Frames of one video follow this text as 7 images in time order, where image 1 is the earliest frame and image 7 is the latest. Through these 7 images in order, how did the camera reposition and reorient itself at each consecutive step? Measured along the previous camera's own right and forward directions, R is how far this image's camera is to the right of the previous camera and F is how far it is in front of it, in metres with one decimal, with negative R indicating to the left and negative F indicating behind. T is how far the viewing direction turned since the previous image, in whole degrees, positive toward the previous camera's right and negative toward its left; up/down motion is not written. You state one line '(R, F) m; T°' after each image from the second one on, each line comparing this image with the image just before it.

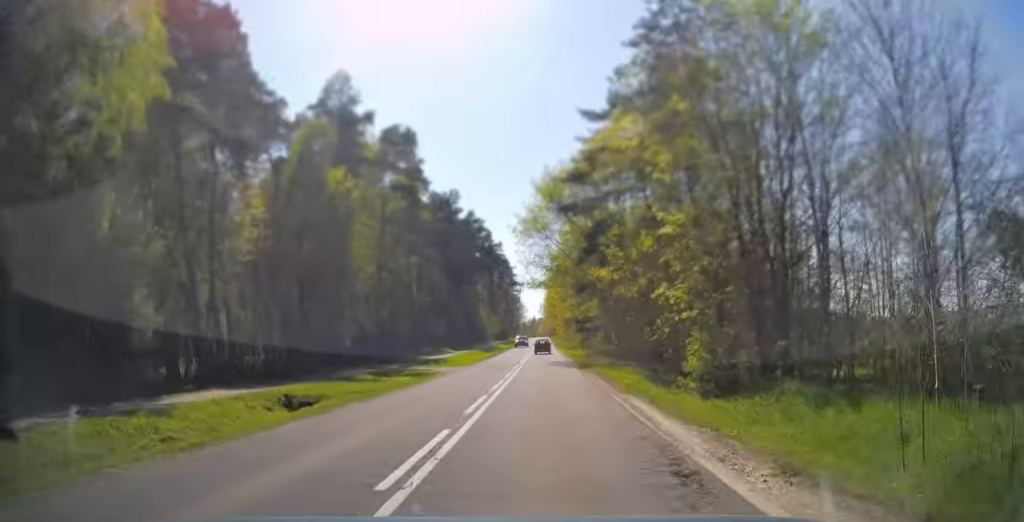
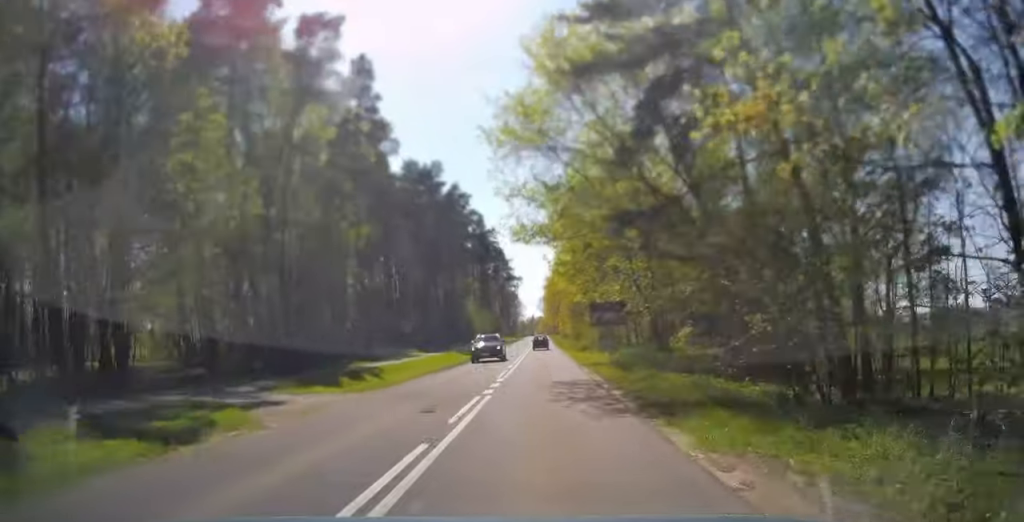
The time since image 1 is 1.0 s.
(0.0, +19.8) m; 0°
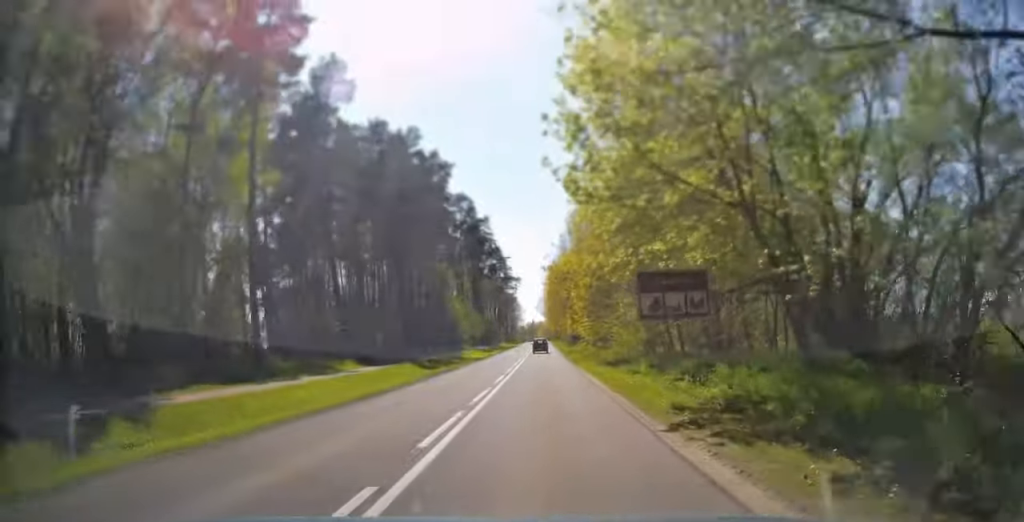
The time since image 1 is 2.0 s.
(0.0, +19.8) m; 0°
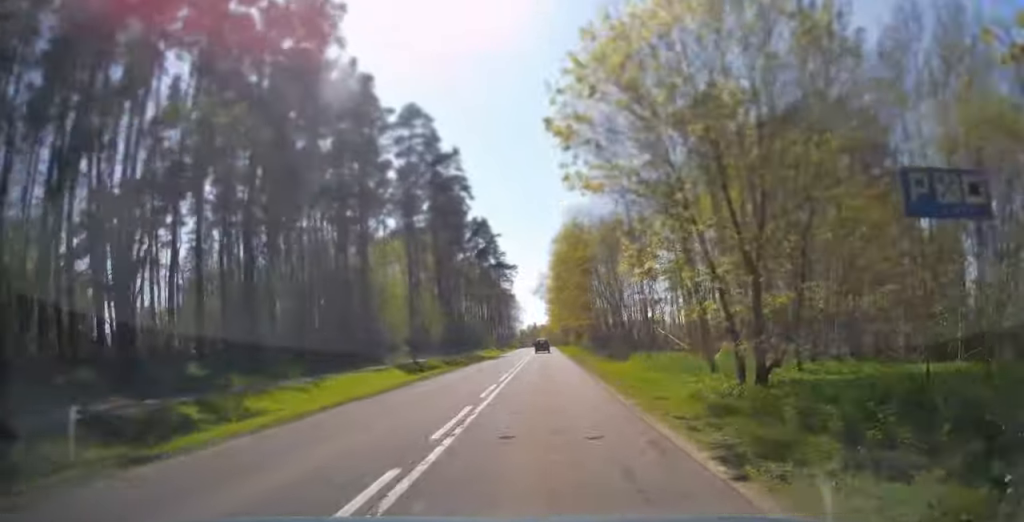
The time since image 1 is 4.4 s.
(+0.2, +47.4) m; 0°
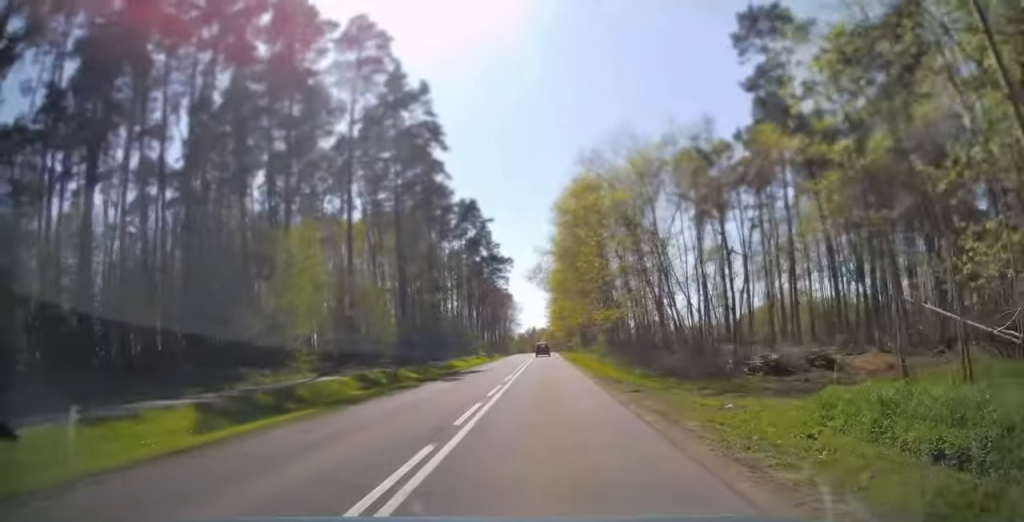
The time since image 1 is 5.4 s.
(-0.2, +22.1) m; -1°
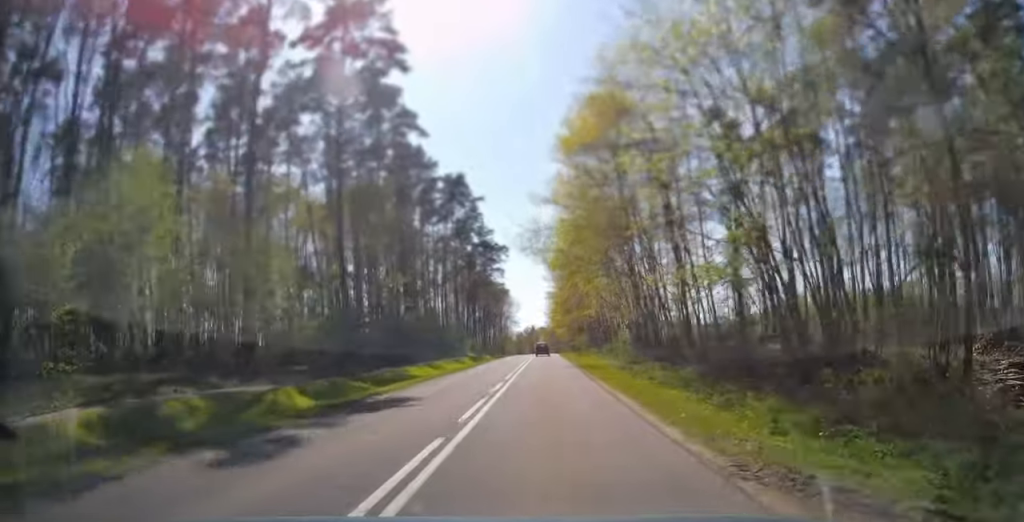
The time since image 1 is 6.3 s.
(-0.1, +17.5) m; 0°
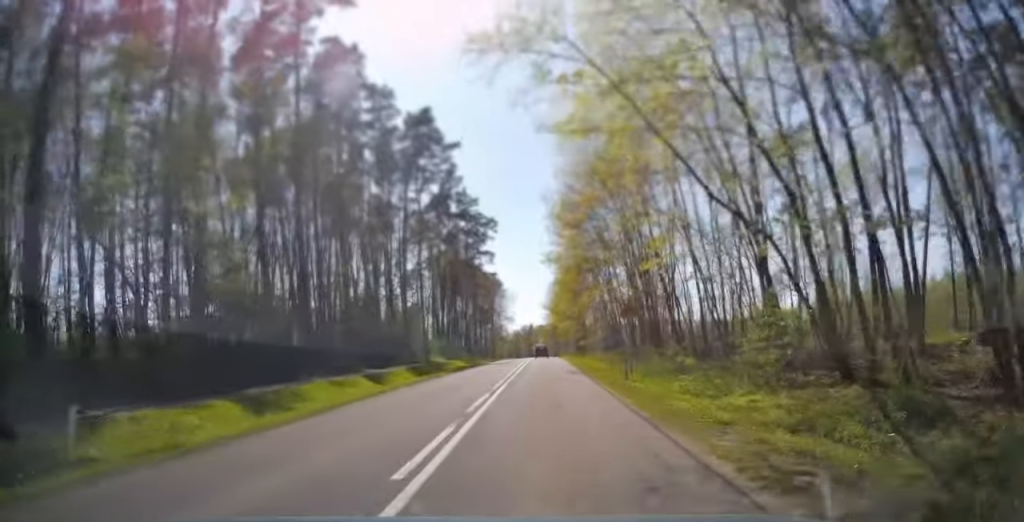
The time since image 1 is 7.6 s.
(+0.2, +28.4) m; 0°
